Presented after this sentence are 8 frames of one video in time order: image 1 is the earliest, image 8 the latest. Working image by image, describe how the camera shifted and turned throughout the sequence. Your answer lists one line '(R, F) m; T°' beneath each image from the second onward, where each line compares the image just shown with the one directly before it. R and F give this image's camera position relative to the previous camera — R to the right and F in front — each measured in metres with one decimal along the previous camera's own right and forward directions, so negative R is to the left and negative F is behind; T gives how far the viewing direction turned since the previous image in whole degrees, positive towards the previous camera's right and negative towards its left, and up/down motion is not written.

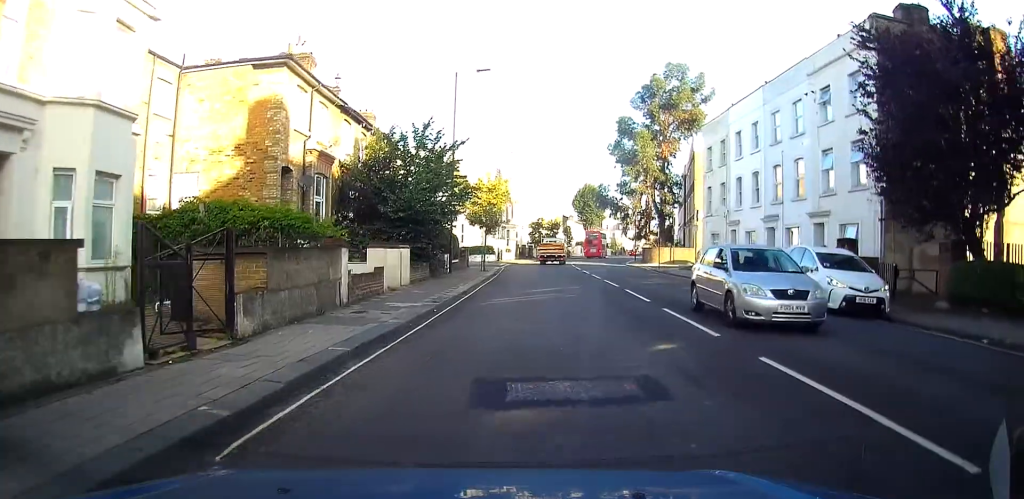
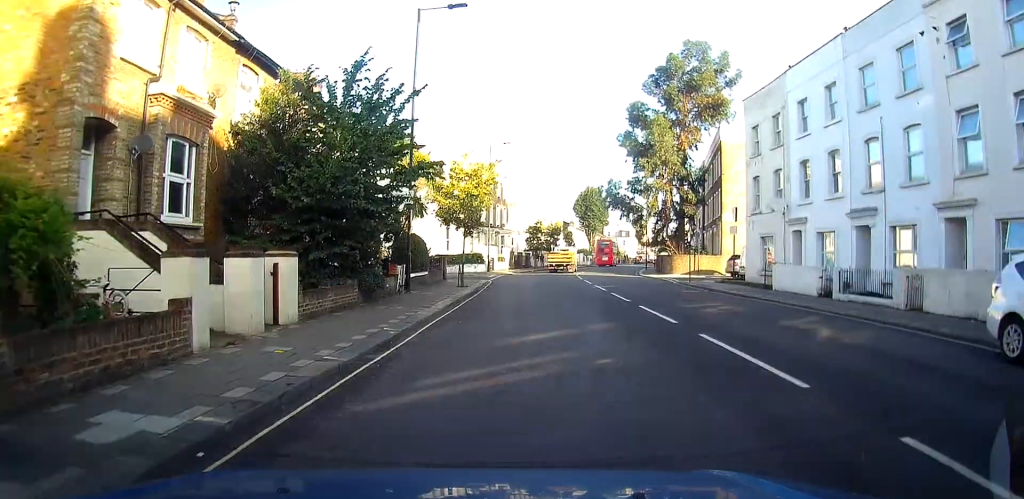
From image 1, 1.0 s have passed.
(0.0, +9.6) m; -1°
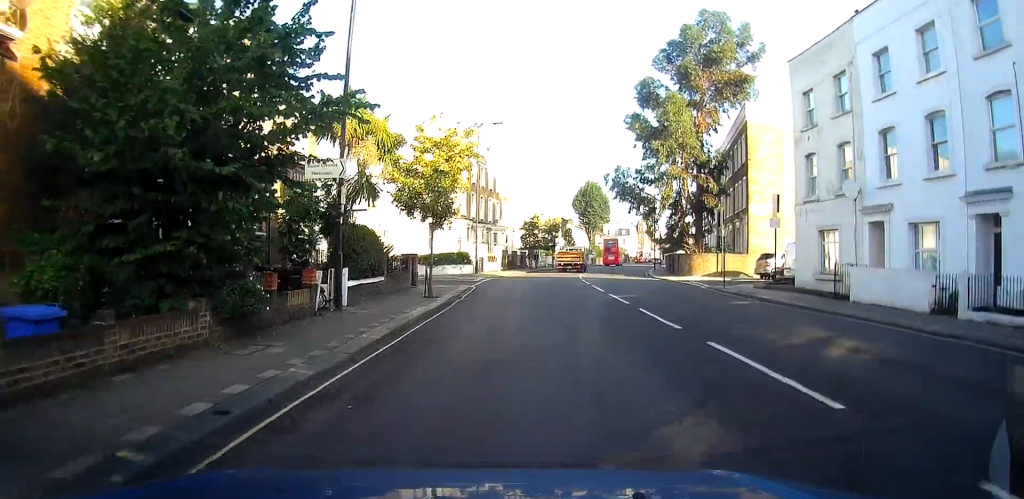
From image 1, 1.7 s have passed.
(-0.1, +7.1) m; -1°
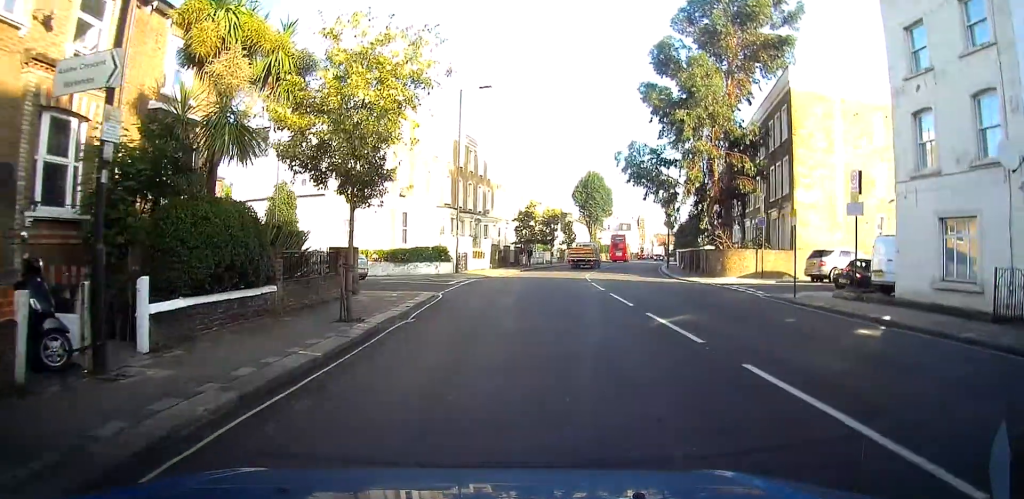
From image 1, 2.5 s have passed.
(-0.1, +8.2) m; 0°
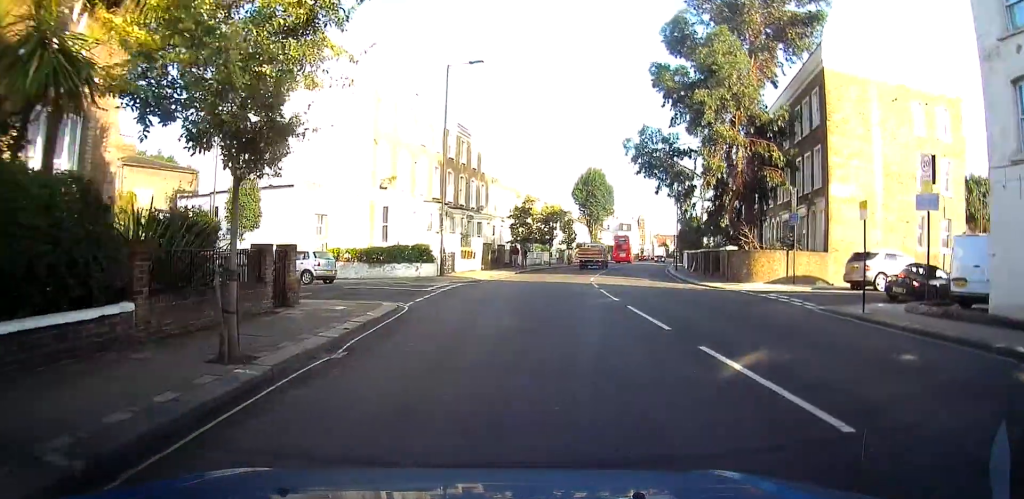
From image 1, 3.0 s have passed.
(+0.1, +4.6) m; +1°
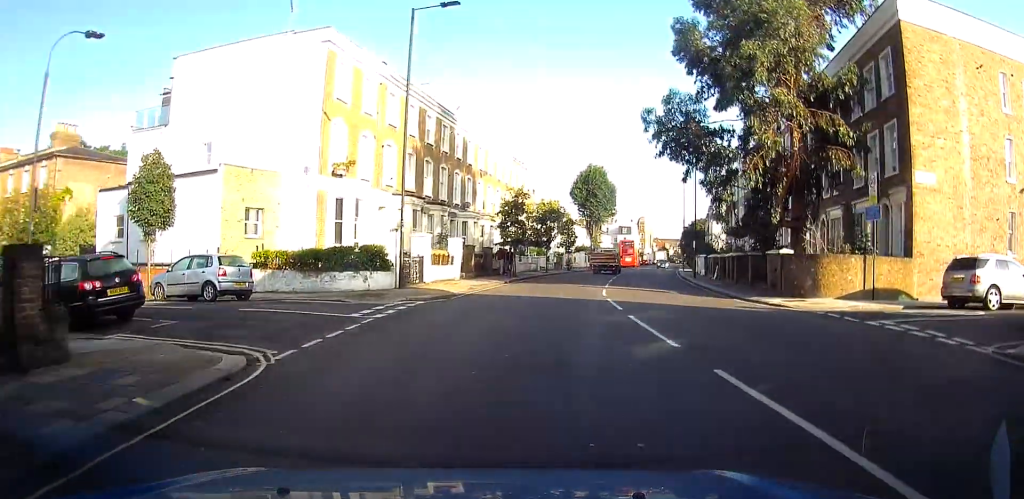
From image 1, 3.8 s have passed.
(+0.1, +7.6) m; +1°
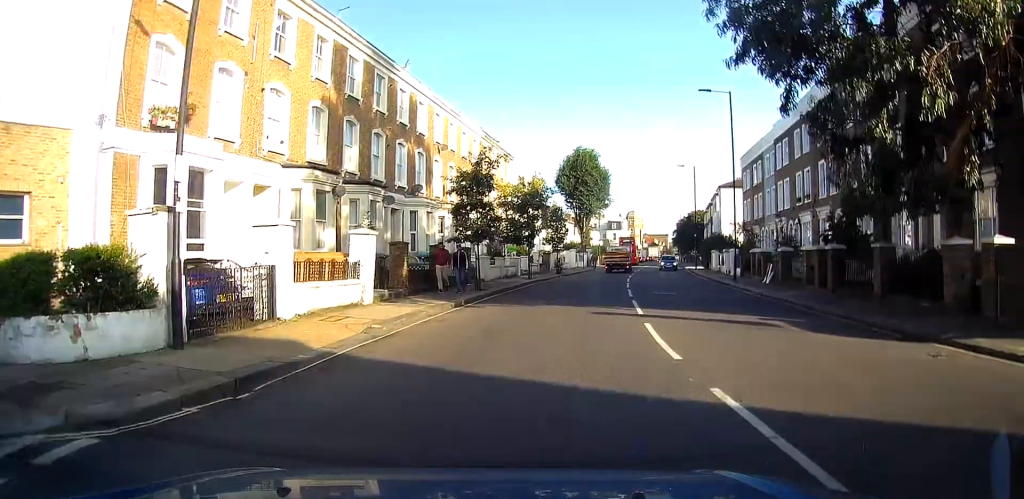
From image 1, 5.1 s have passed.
(+0.3, +13.1) m; +2°
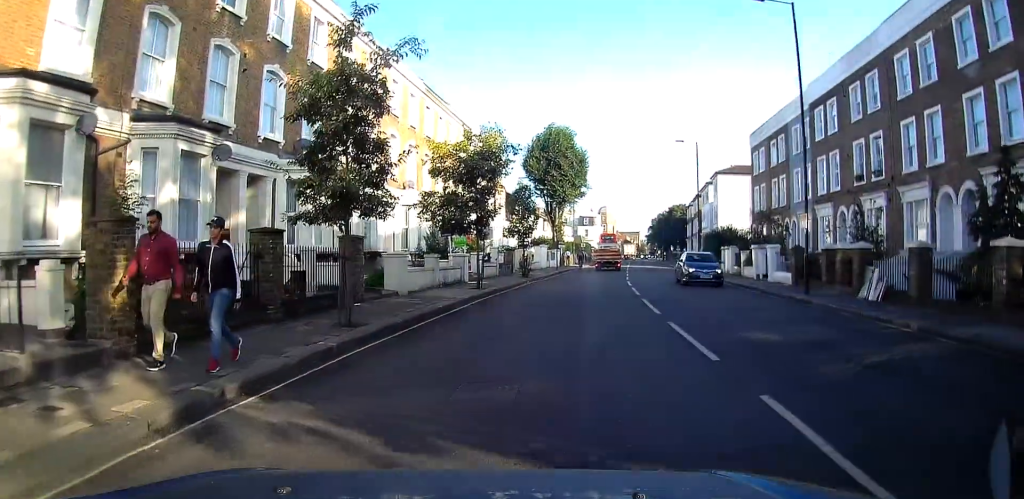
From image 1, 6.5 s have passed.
(+0.2, +12.7) m; +3°
